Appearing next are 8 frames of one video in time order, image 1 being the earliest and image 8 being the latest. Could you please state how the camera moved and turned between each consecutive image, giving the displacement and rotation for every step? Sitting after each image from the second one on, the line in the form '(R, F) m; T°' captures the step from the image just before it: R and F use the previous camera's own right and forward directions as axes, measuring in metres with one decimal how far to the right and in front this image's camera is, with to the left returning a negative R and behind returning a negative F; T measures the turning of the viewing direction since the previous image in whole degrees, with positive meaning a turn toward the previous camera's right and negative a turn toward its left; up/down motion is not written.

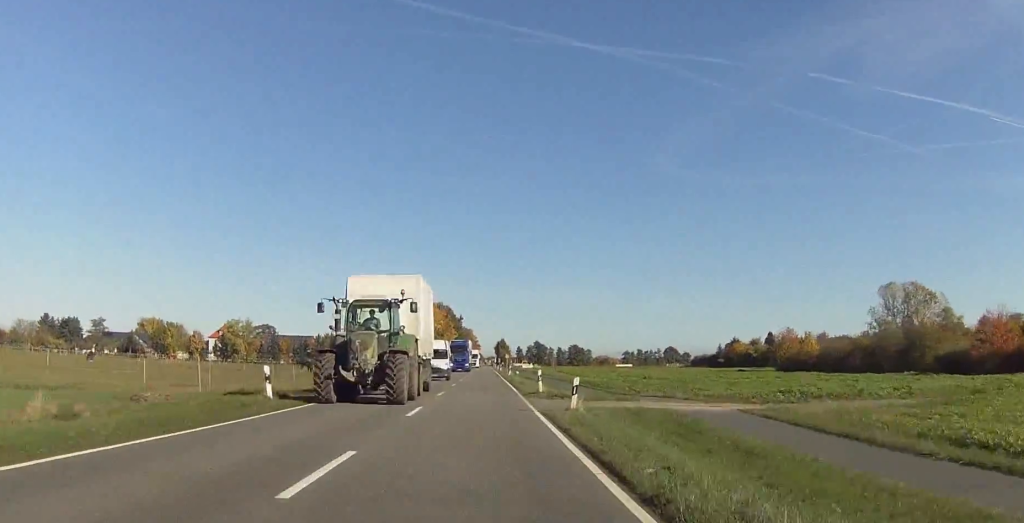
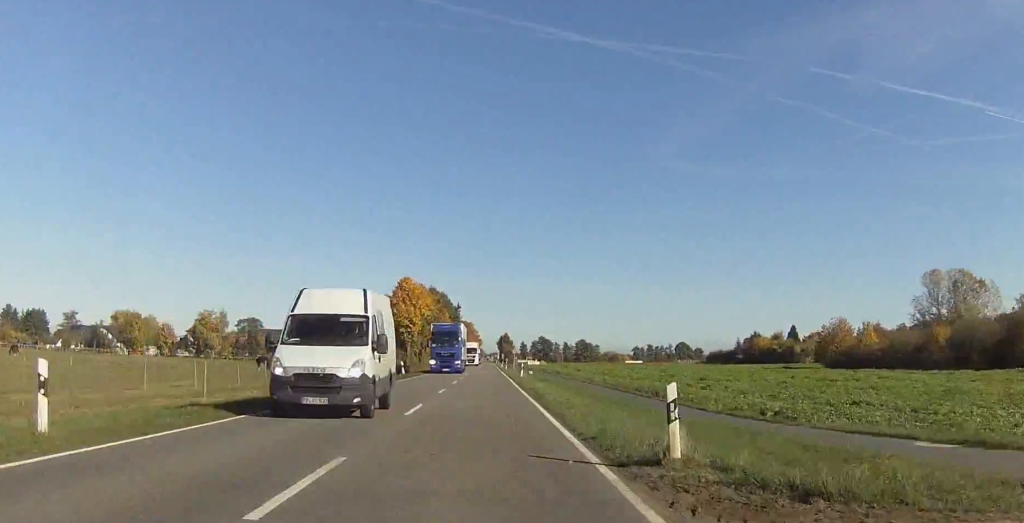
(-0.2, +25.8) m; 0°
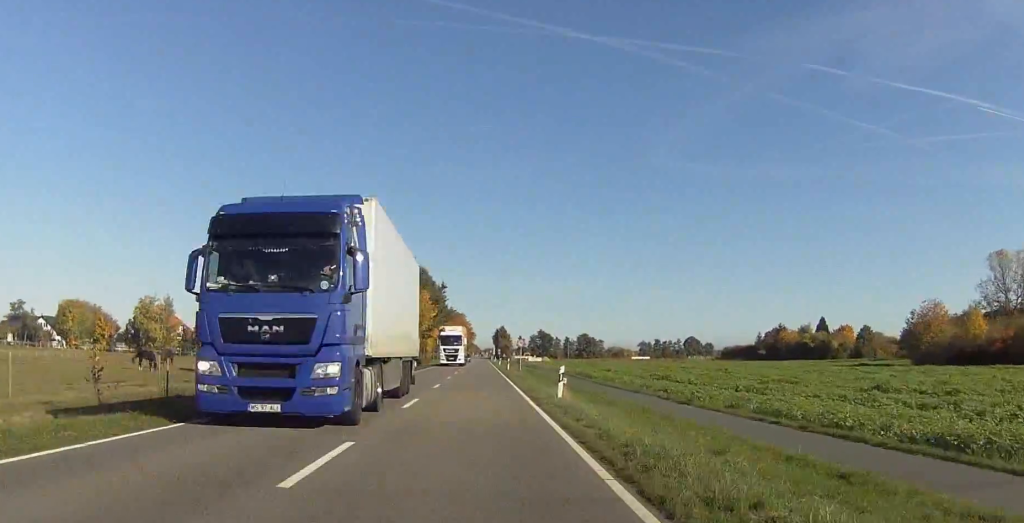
(+0.2, +35.3) m; 0°
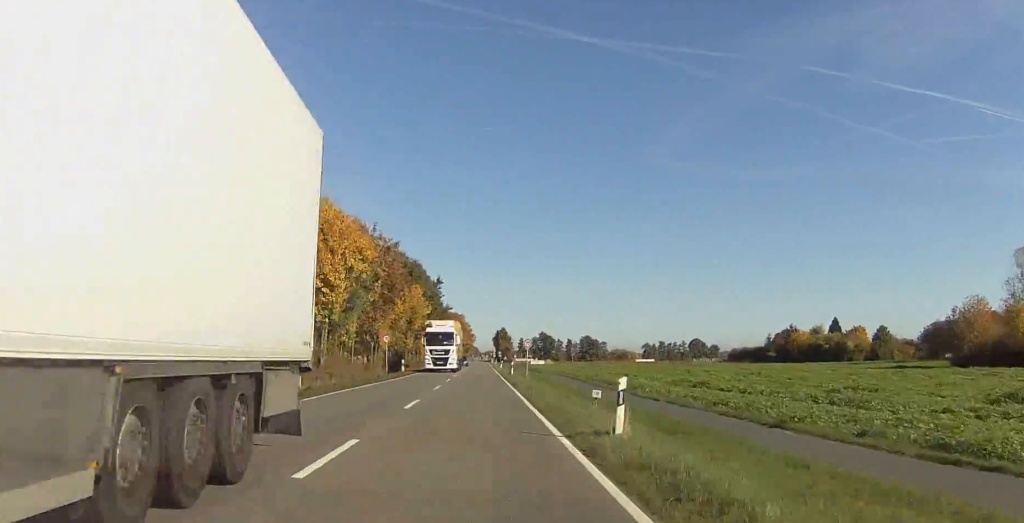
(-0.1, +11.4) m; 0°
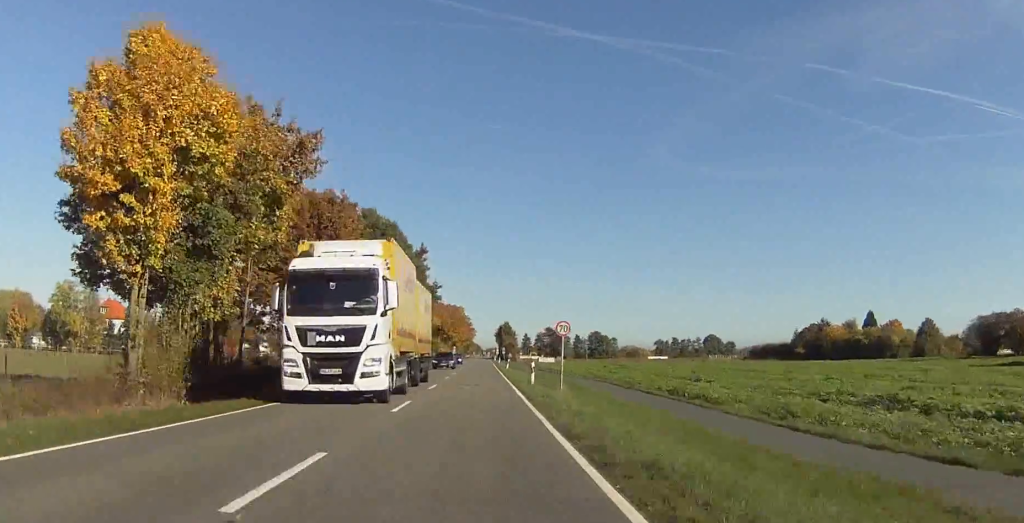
(+0.3, +26.5) m; 0°
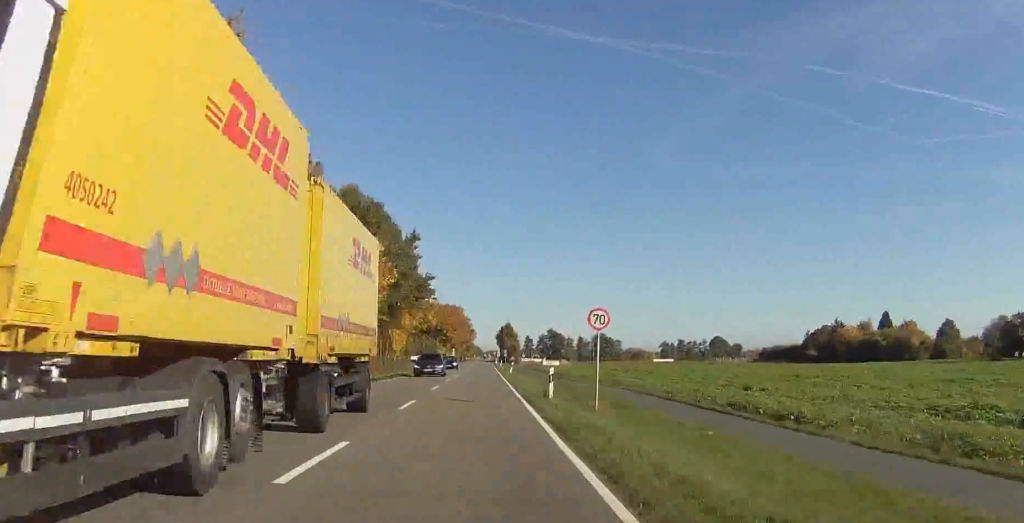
(0.0, +10.3) m; 0°
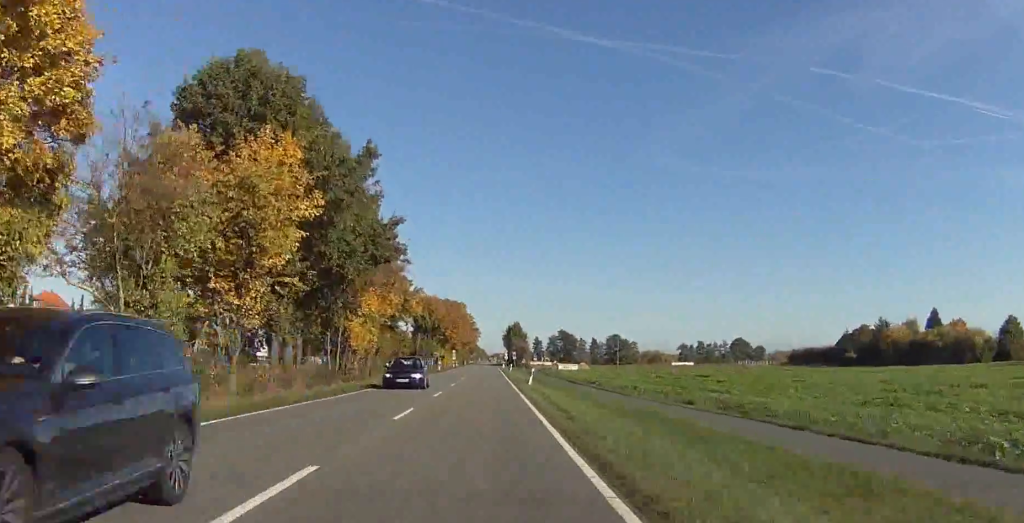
(-0.1, +27.0) m; 0°
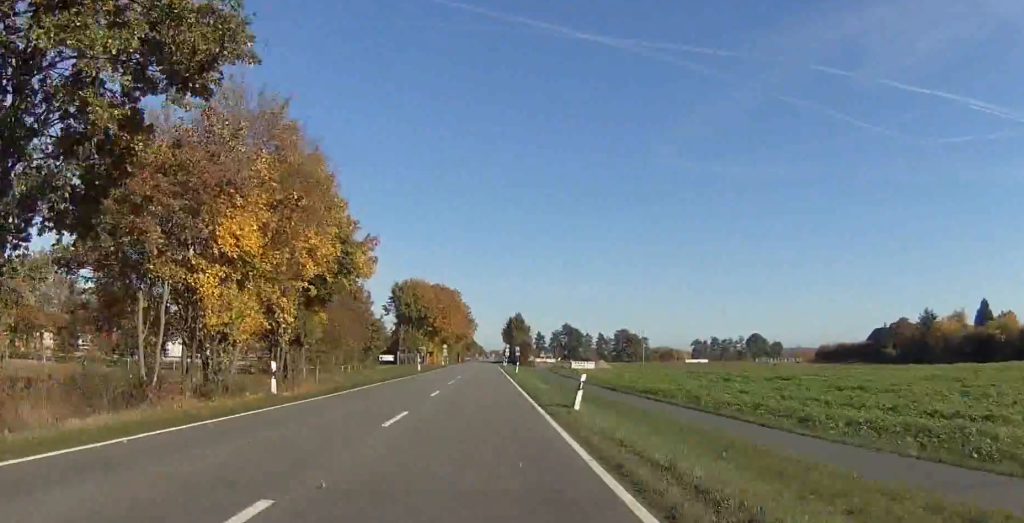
(-0.1, +27.0) m; 0°
